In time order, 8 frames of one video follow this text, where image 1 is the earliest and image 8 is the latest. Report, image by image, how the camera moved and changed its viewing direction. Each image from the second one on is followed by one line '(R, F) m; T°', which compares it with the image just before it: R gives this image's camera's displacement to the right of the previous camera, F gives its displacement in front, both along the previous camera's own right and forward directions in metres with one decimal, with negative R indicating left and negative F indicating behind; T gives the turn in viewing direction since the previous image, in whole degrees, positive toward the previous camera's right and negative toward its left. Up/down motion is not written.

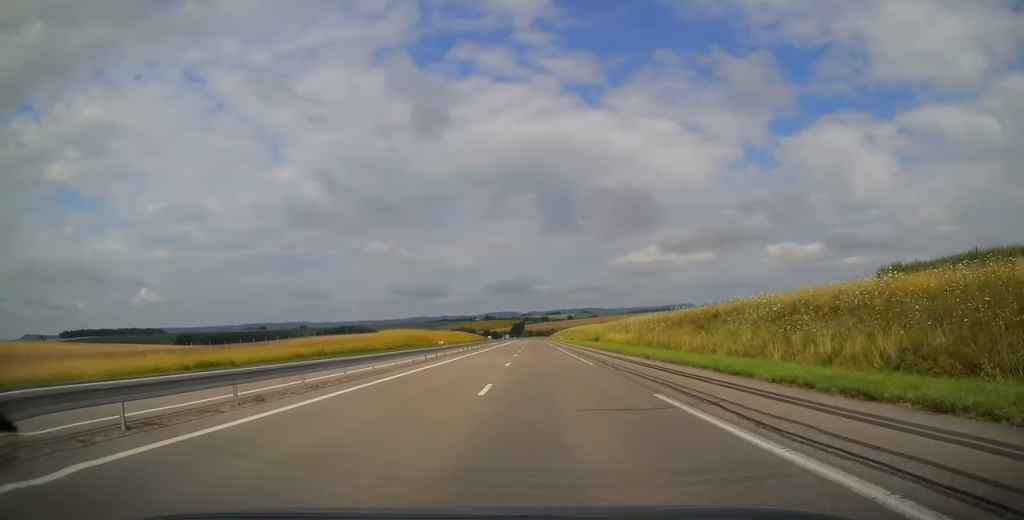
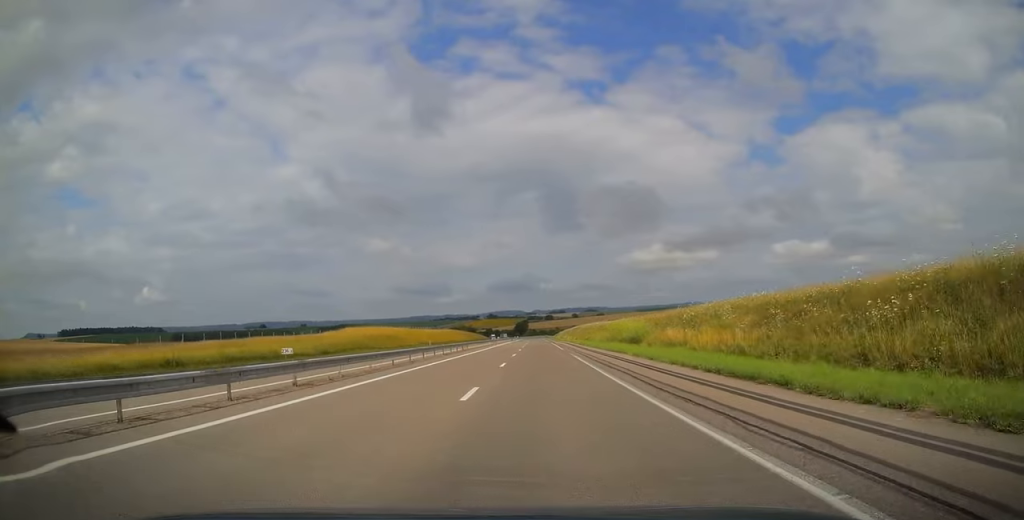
(0.0, +27.5) m; 0°
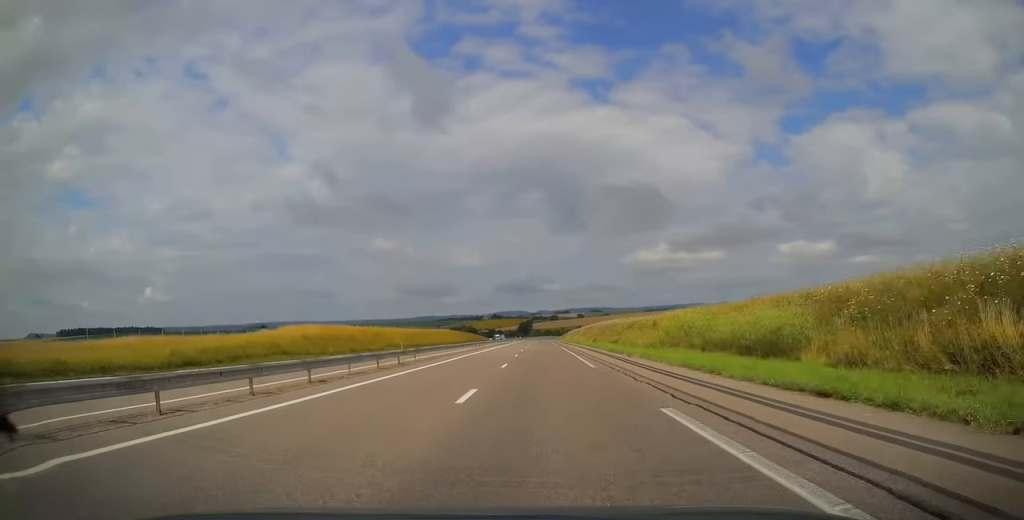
(-0.2, +26.5) m; 0°
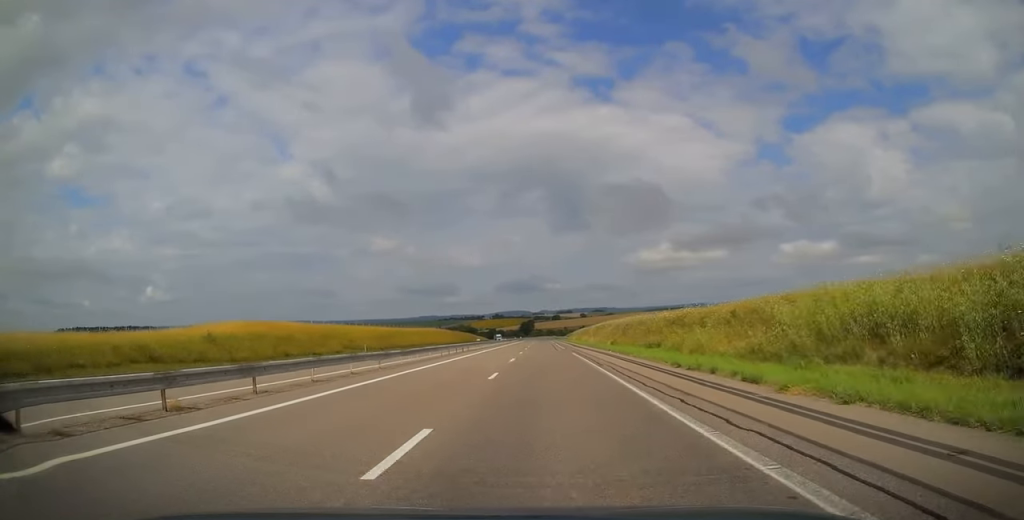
(0.0, +19.6) m; +1°
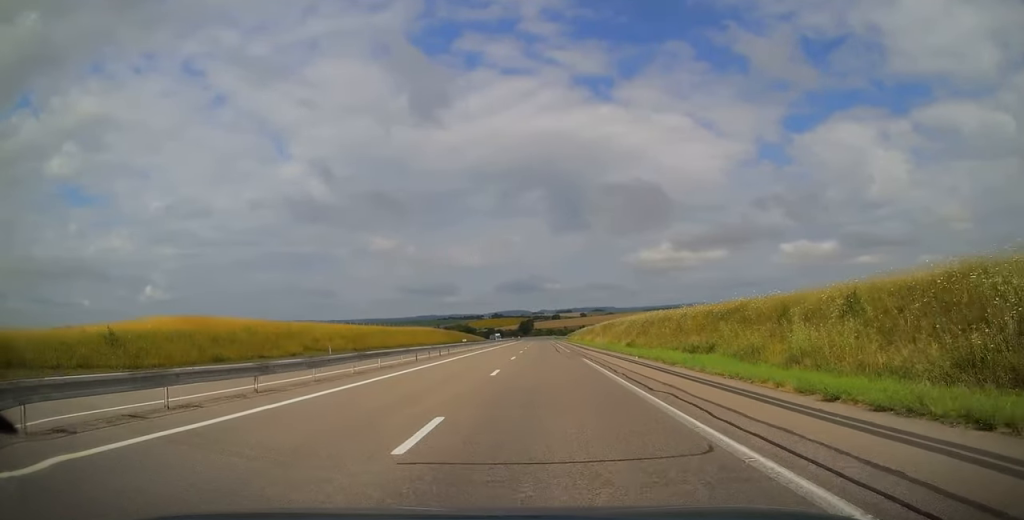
(+0.2, +11.8) m; 0°
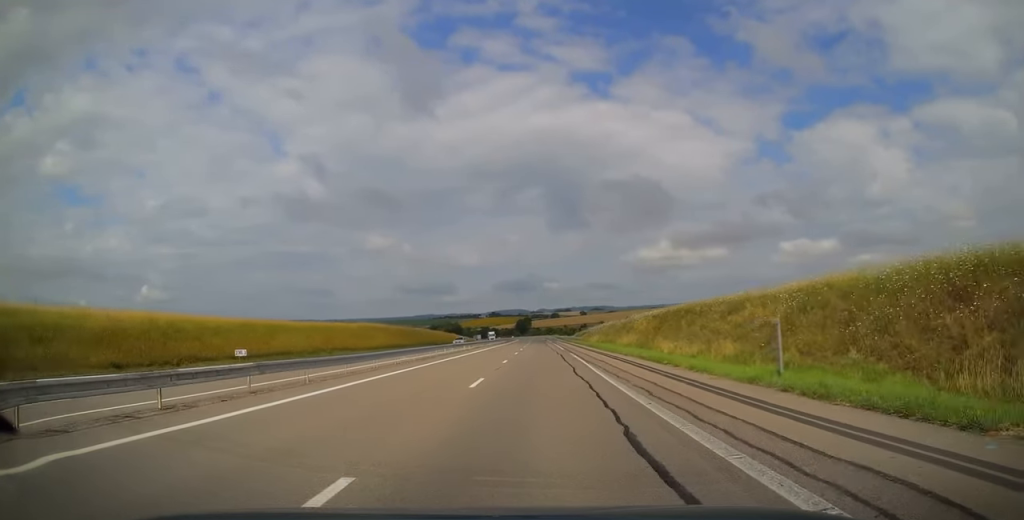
(-0.1, +43.6) m; -1°
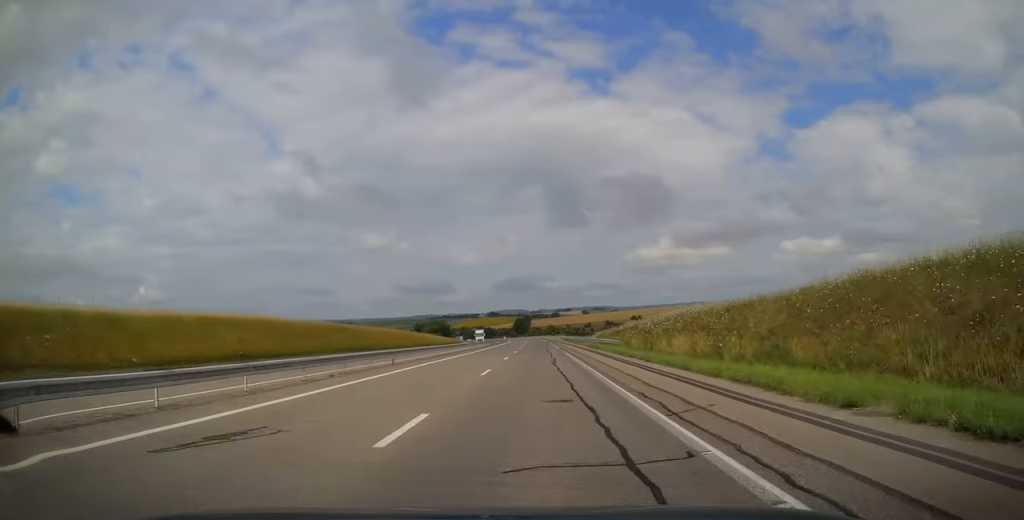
(-0.1, +47.5) m; 0°
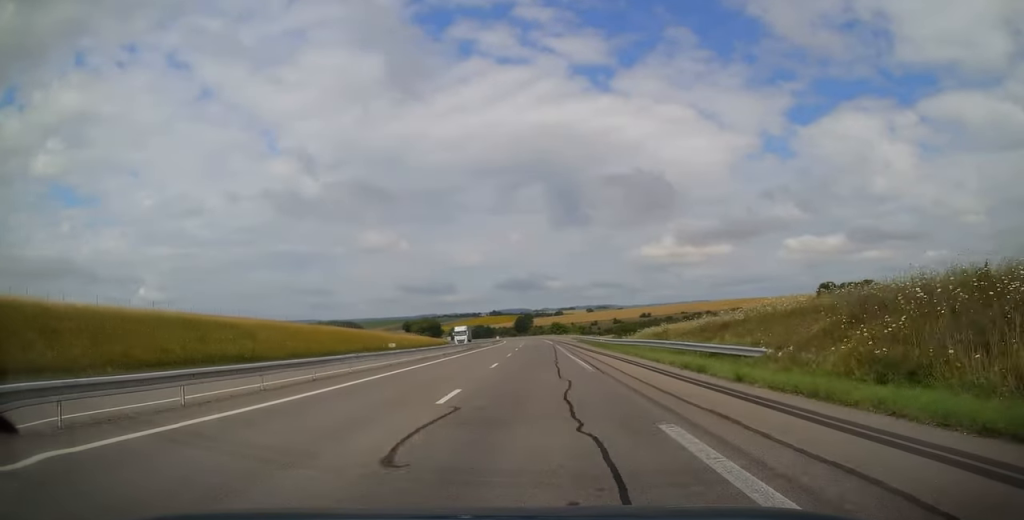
(0.0, +34.8) m; -1°
